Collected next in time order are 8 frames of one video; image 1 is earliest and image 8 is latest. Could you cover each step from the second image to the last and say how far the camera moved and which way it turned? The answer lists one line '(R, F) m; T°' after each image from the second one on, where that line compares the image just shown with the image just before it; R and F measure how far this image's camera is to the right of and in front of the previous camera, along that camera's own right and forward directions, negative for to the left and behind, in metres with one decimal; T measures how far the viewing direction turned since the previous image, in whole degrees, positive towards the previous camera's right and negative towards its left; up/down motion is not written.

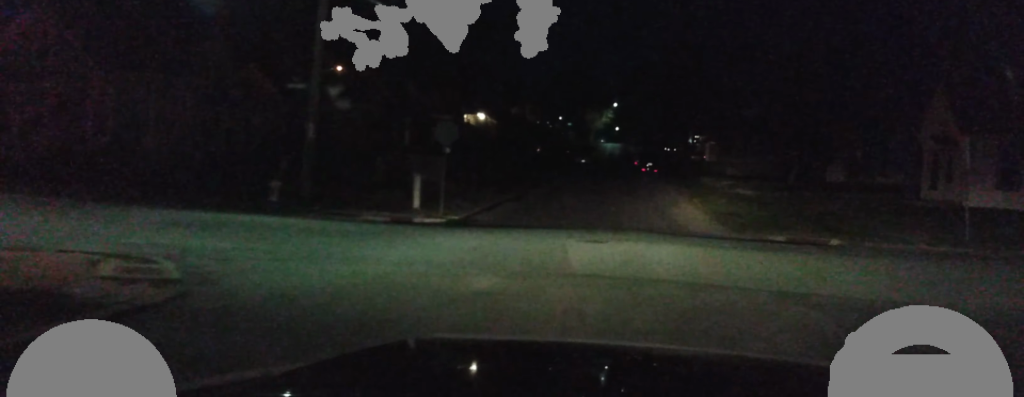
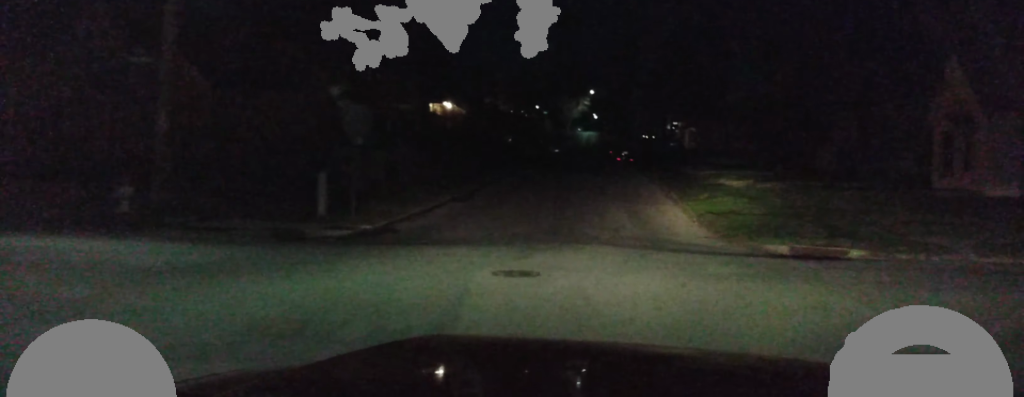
(+0.1, +6.4) m; +3°
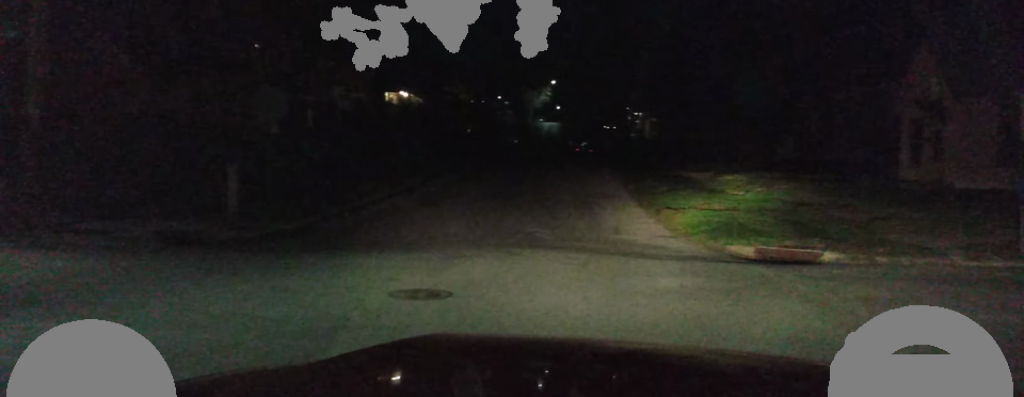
(+0.2, +2.8) m; +5°
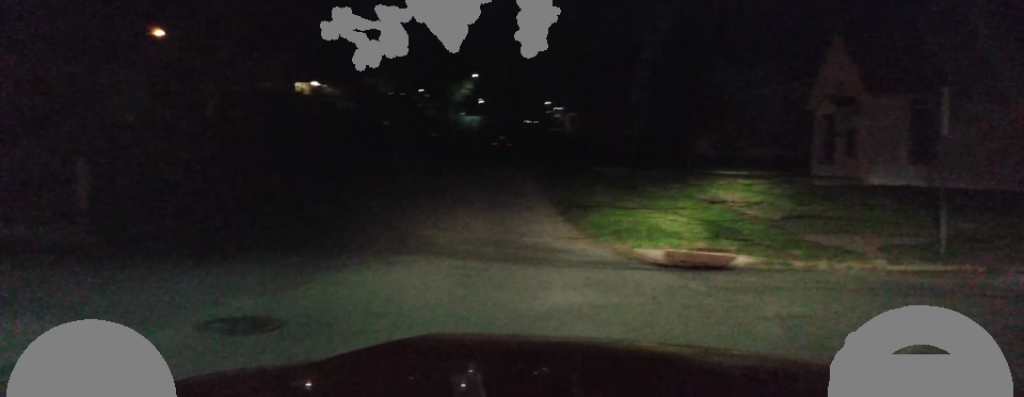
(+0.1, +1.9) m; +6°
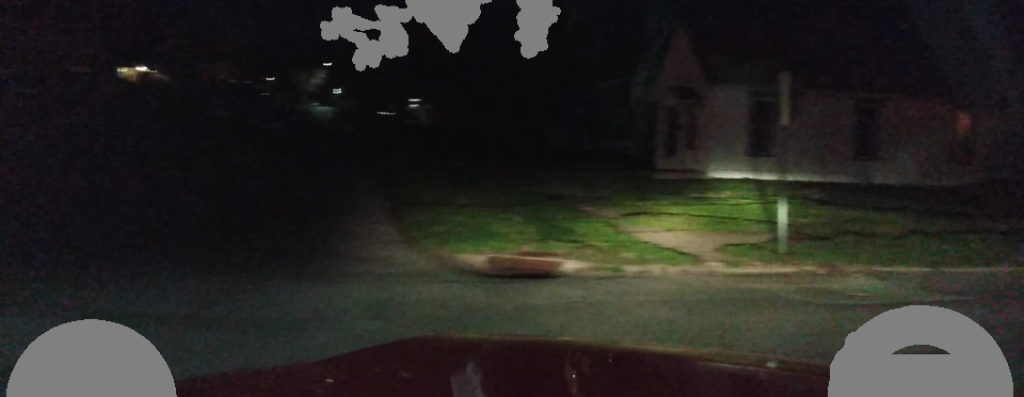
(+0.1, +2.0) m; +11°
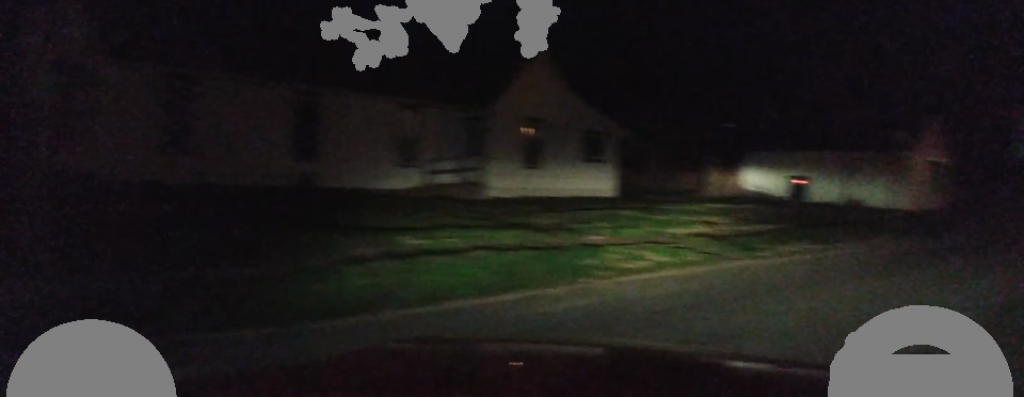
(+1.4, +4.7) m; +39°
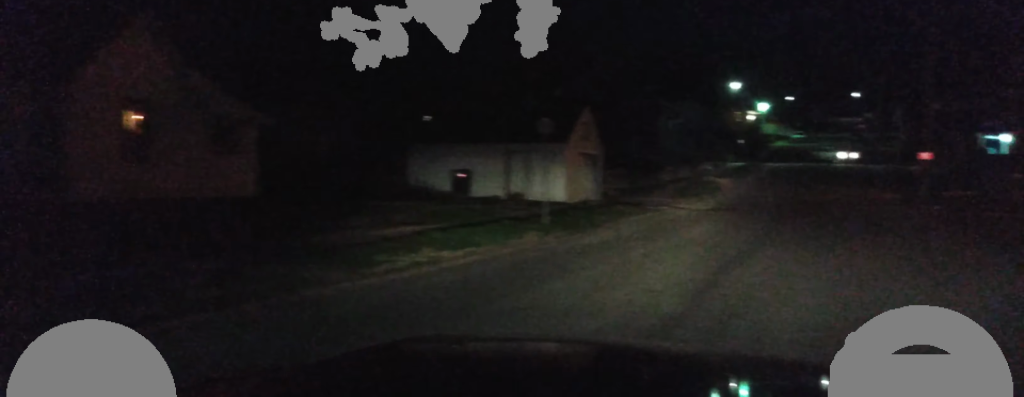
(+0.9, +4.3) m; +11°
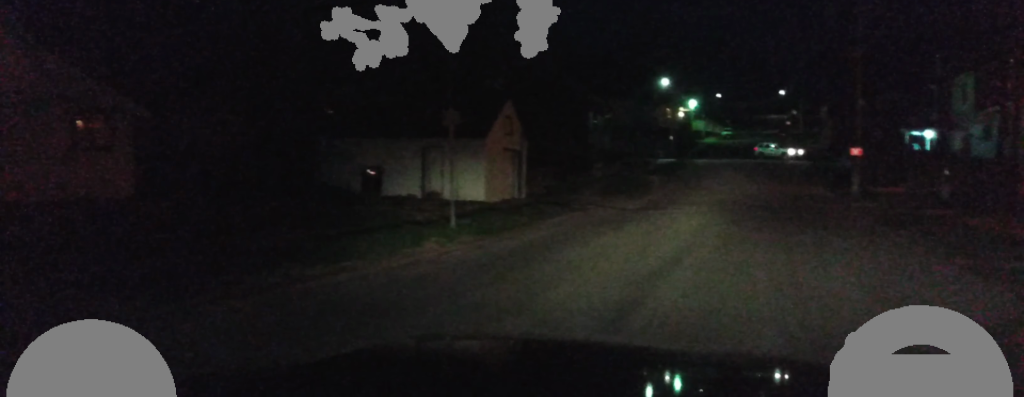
(-0.1, +2.7) m; +4°
